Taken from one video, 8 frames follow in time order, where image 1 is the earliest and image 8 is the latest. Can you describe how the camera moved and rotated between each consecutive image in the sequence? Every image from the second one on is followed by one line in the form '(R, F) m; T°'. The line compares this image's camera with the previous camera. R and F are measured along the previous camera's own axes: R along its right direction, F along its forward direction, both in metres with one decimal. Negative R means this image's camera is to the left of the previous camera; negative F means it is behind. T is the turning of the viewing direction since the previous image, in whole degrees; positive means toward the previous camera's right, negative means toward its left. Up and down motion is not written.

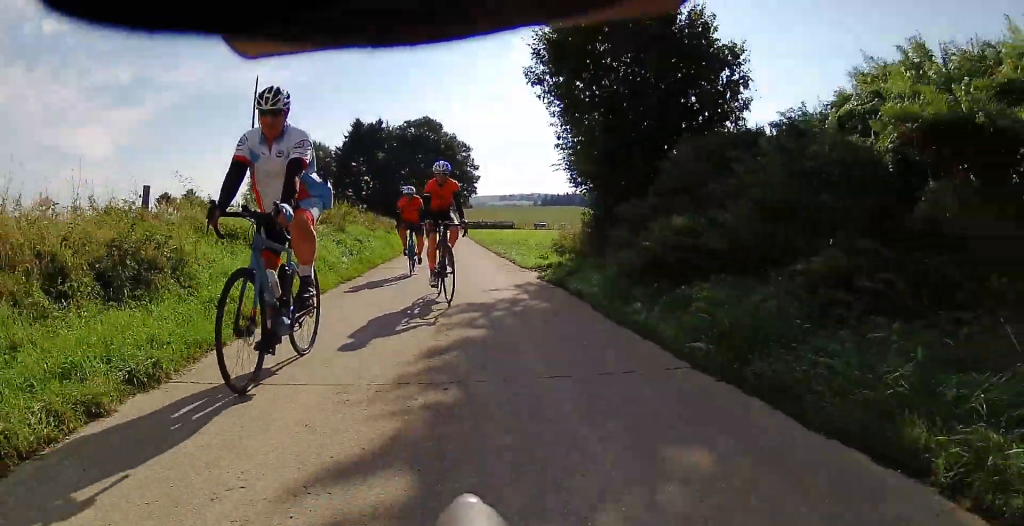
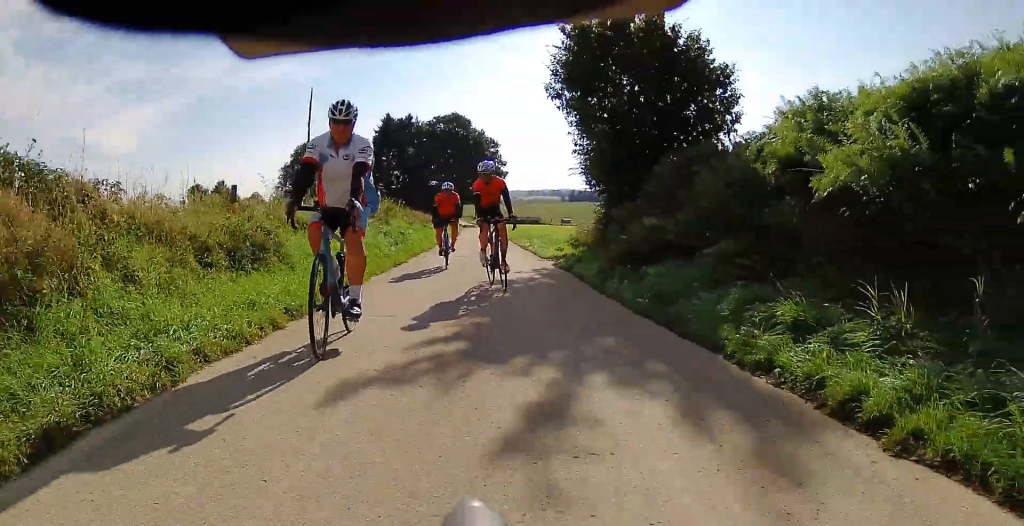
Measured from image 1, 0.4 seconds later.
(0.0, +2.5) m; 0°
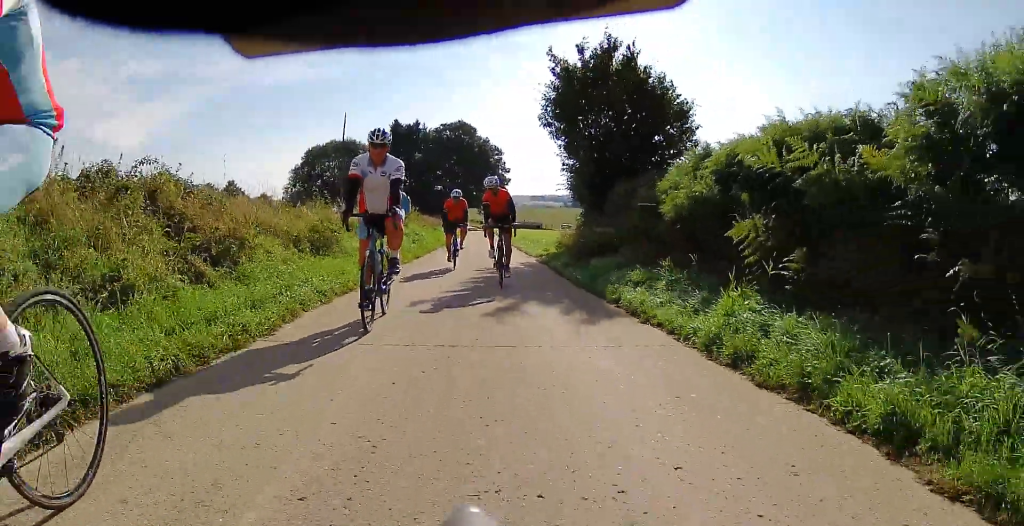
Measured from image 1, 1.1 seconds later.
(+0.3, +4.2) m; -2°
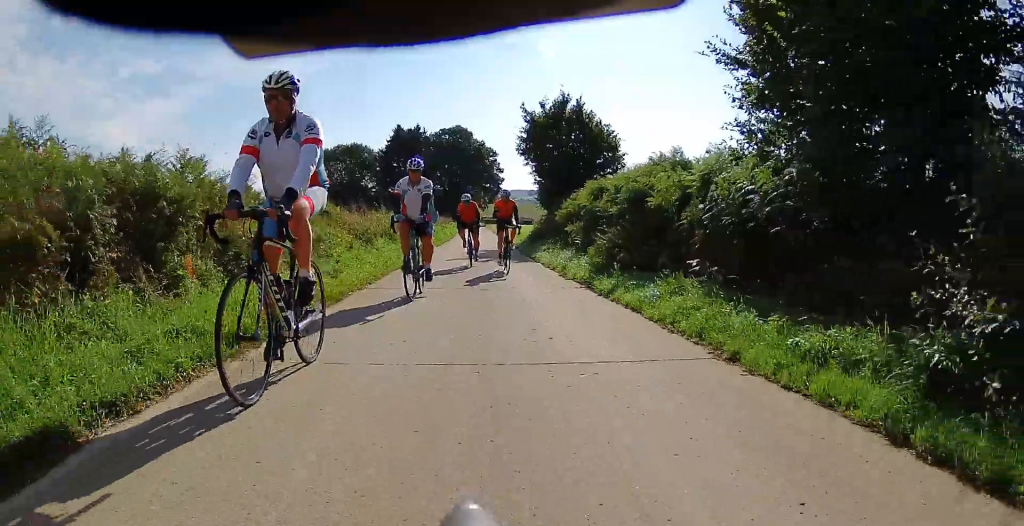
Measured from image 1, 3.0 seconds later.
(-1.2, +12.1) m; -5°
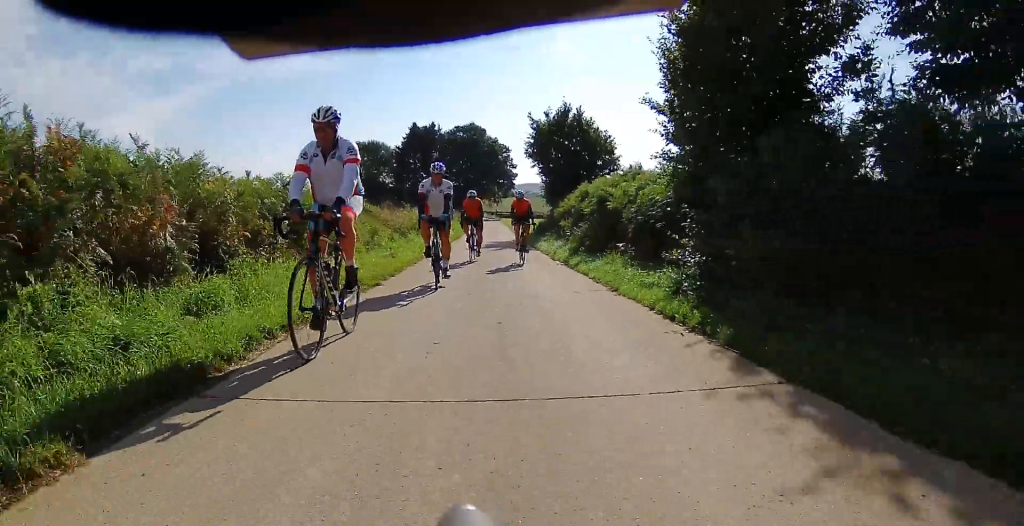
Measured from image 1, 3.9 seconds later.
(+0.1, +5.0) m; +1°
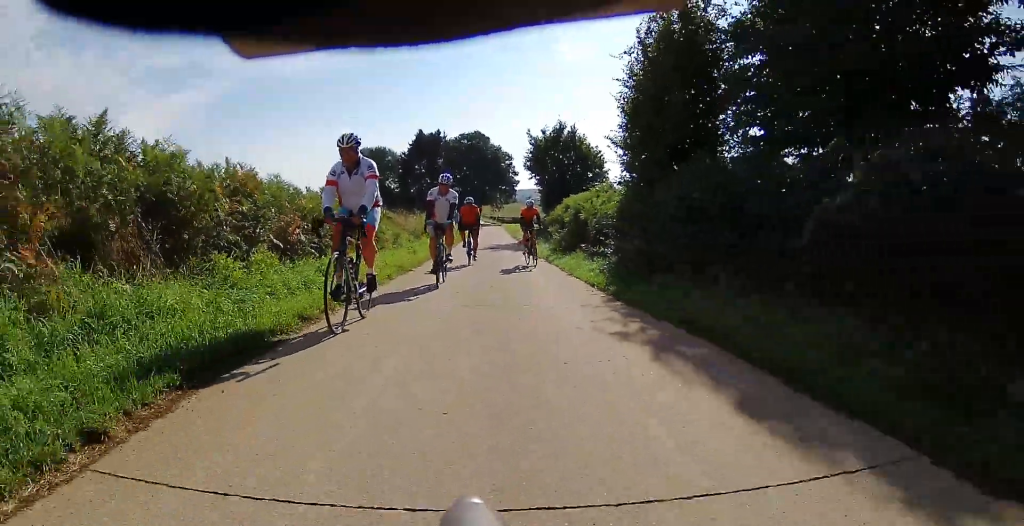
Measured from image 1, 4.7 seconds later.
(+0.1, +4.4) m; +1°
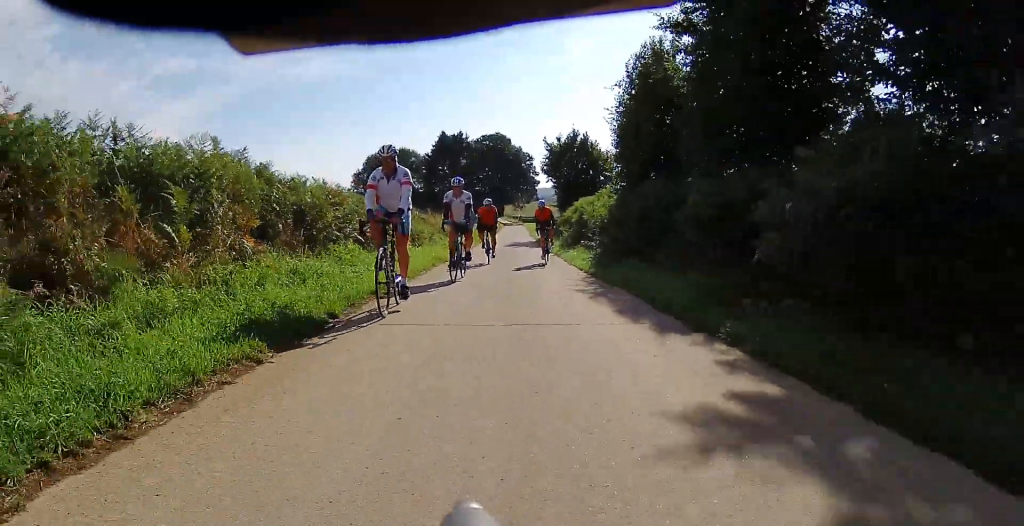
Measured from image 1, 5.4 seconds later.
(0.0, +3.8) m; 0°
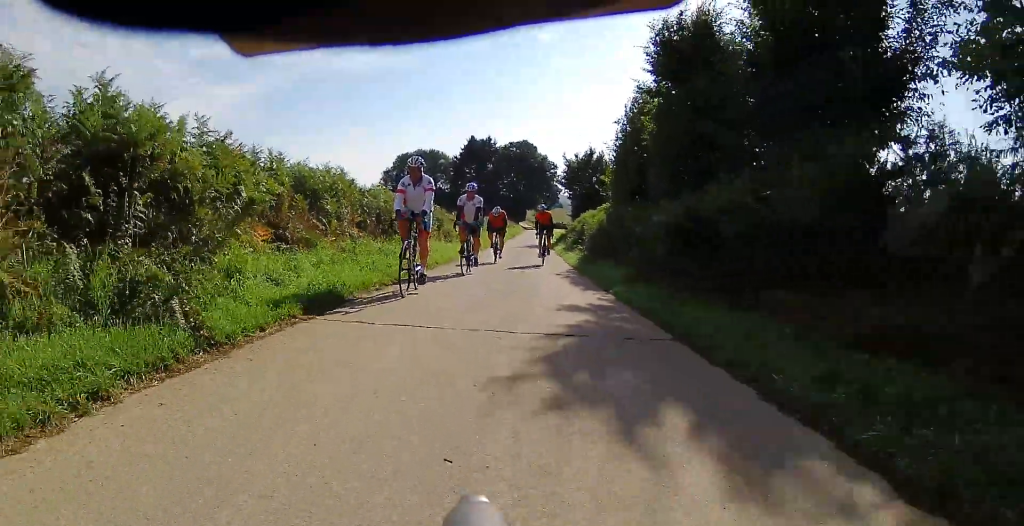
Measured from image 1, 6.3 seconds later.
(0.0, +4.5) m; 0°
